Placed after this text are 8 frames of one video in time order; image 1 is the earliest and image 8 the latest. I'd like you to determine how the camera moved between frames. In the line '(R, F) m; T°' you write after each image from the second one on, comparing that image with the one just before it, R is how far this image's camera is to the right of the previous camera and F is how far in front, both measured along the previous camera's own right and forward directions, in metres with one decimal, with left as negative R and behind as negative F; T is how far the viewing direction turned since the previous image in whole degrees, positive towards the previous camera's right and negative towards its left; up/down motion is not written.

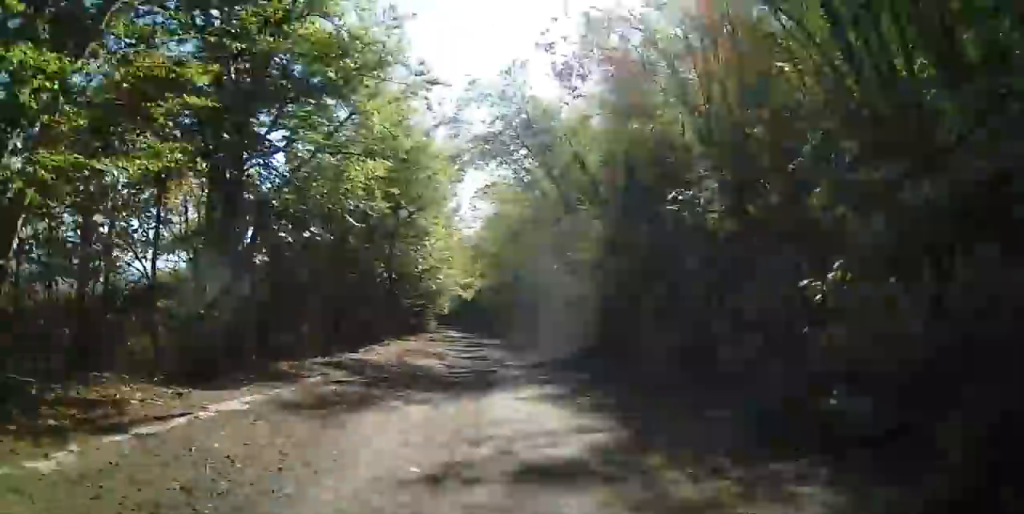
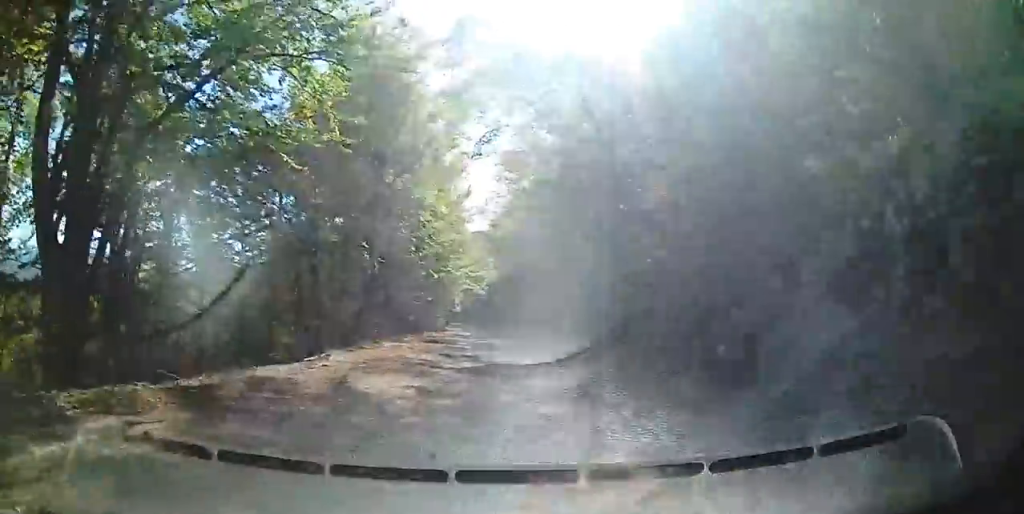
(-0.1, +7.4) m; -2°
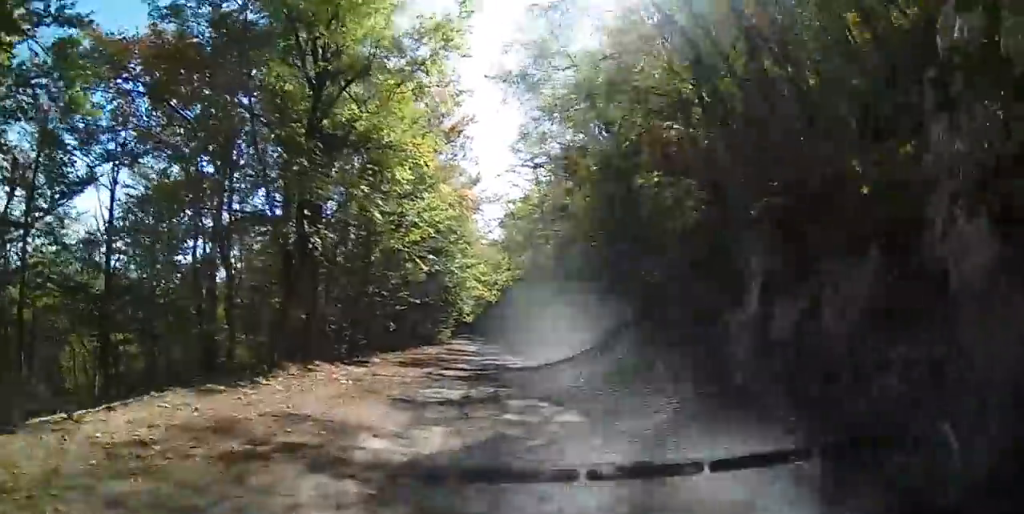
(-0.3, +9.6) m; -1°
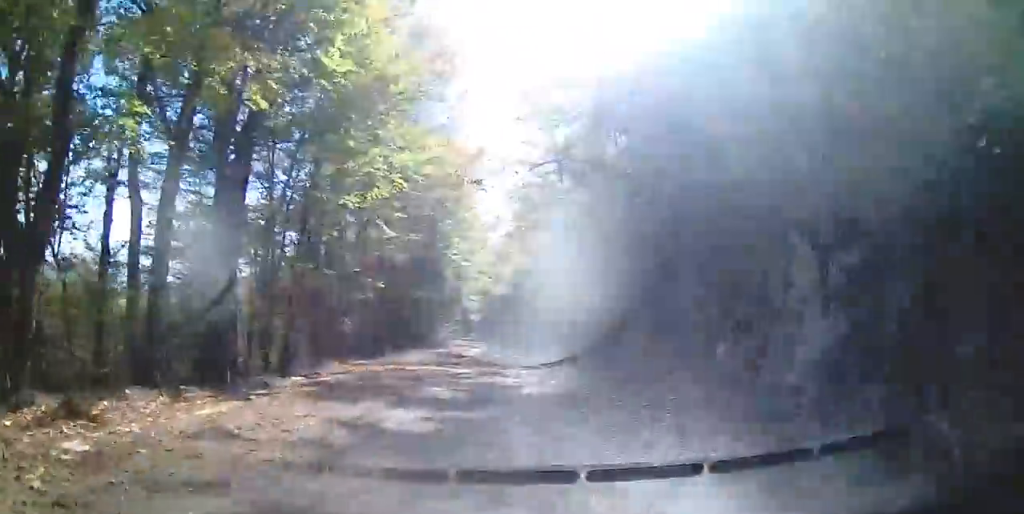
(+0.1, +8.8) m; -1°
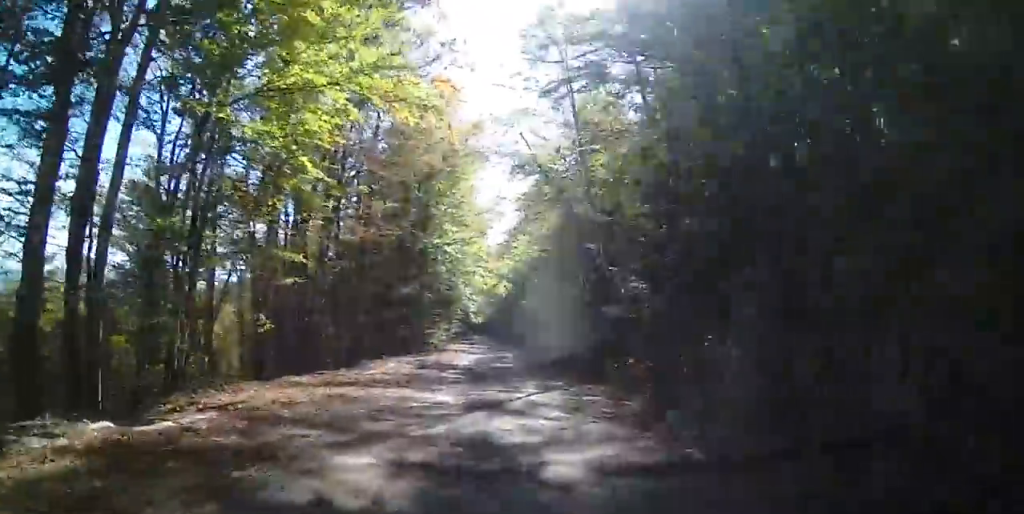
(-0.1, +6.7) m; -2°
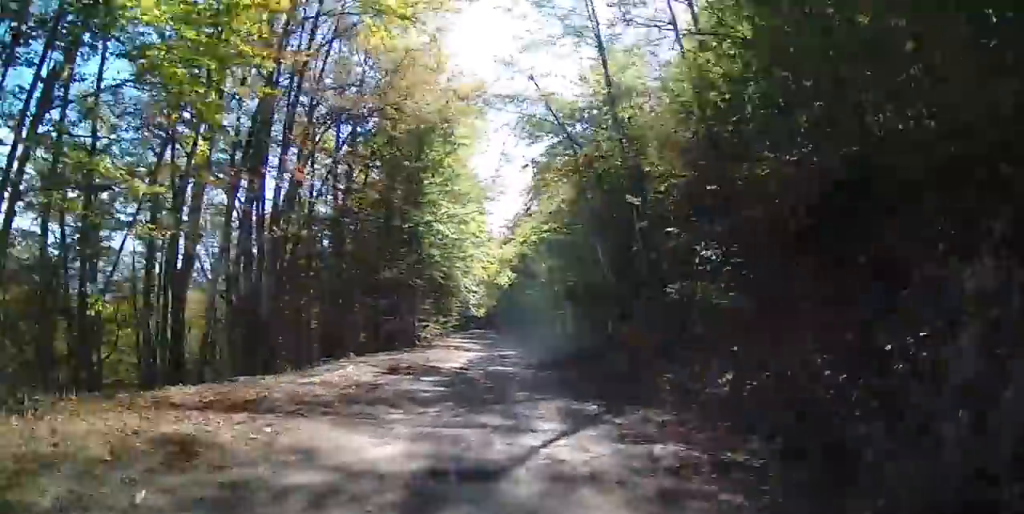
(-0.1, +5.3) m; 0°
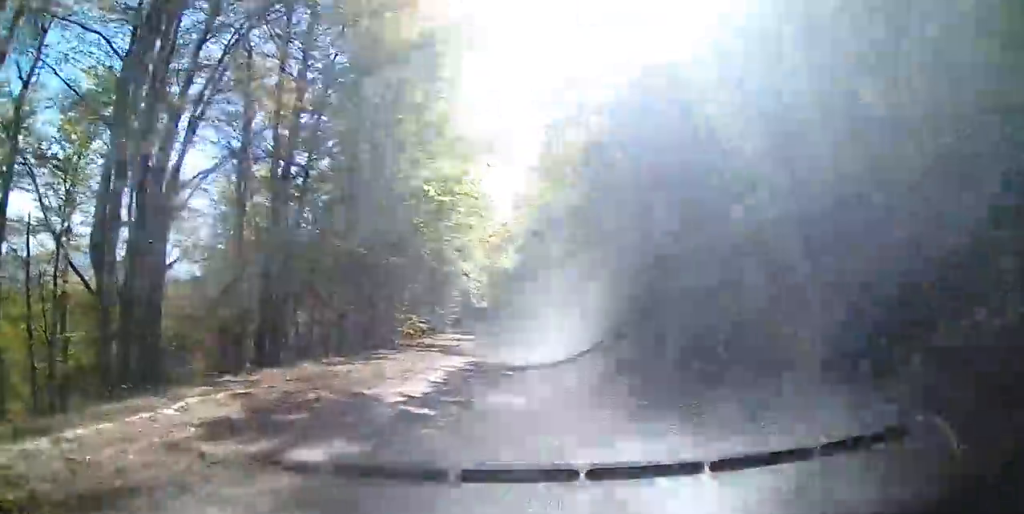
(0.0, +8.1) m; +2°
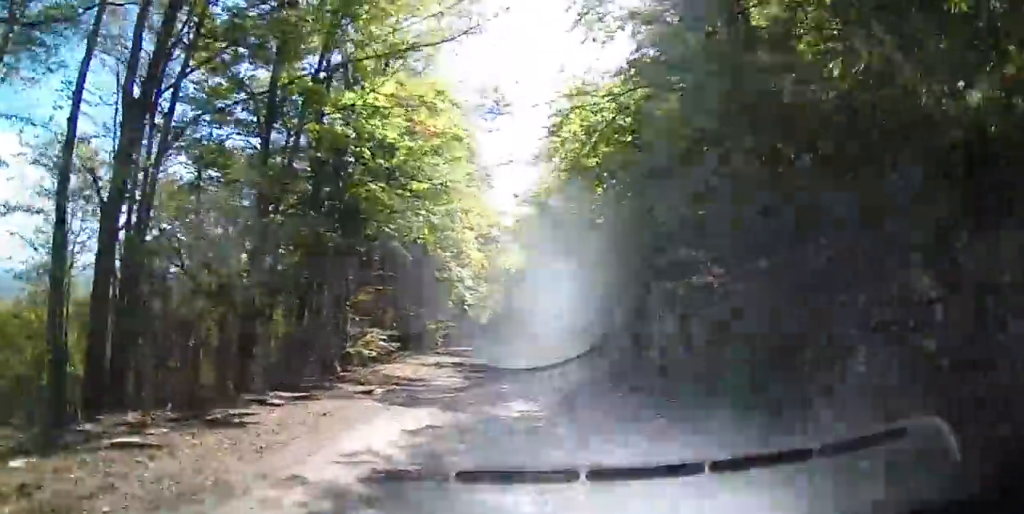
(+0.3, +9.1) m; +2°
